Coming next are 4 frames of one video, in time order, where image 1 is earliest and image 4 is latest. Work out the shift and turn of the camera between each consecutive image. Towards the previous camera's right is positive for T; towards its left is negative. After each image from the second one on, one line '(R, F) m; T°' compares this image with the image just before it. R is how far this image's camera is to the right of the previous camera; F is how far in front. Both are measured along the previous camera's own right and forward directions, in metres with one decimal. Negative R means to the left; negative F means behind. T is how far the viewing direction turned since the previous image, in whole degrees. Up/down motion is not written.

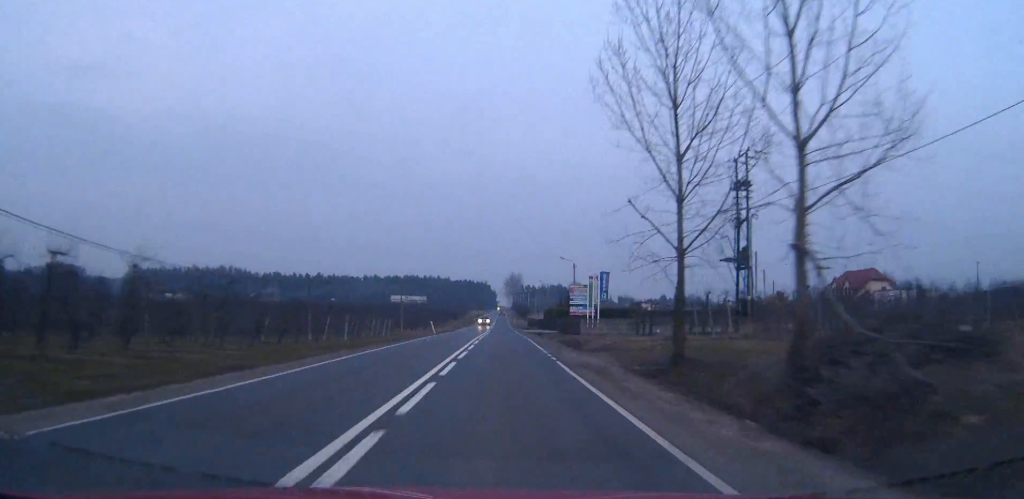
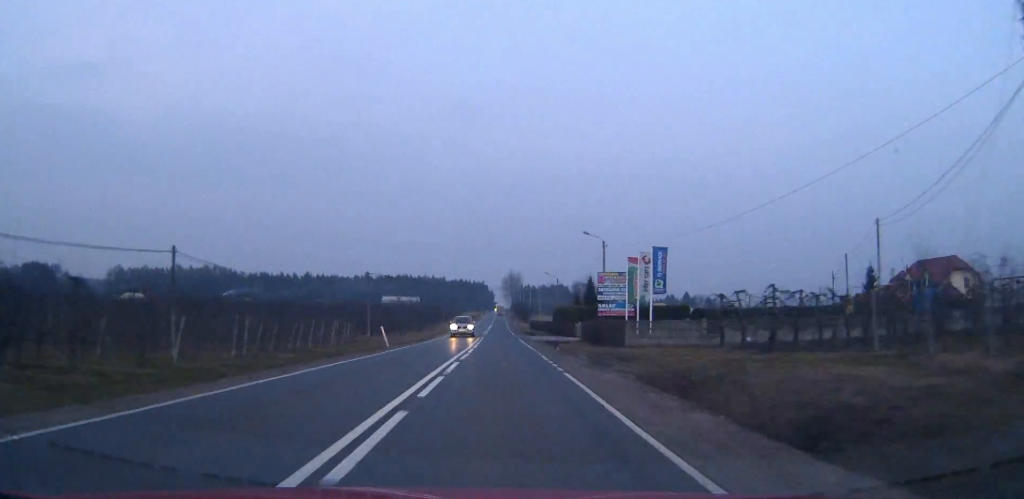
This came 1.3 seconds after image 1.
(0.0, +26.8) m; 0°
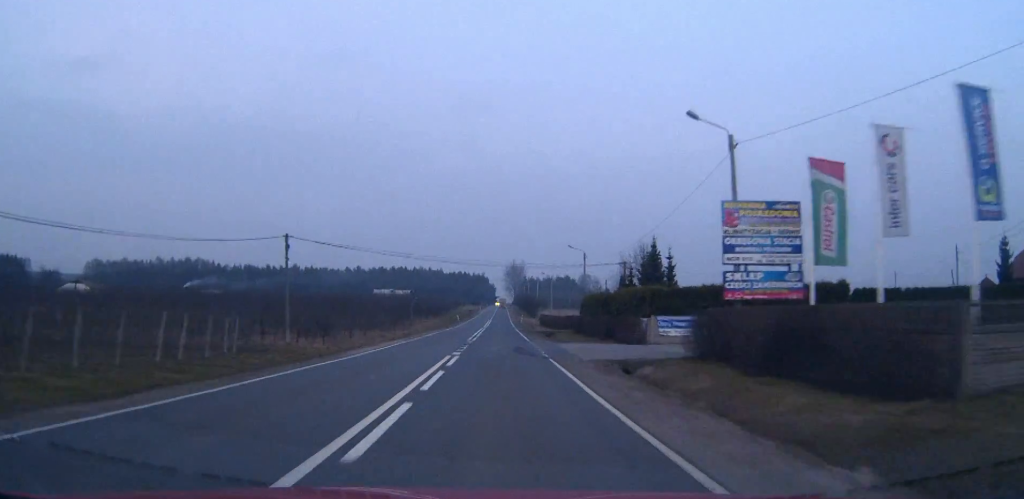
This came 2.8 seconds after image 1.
(0.0, +34.1) m; 0°
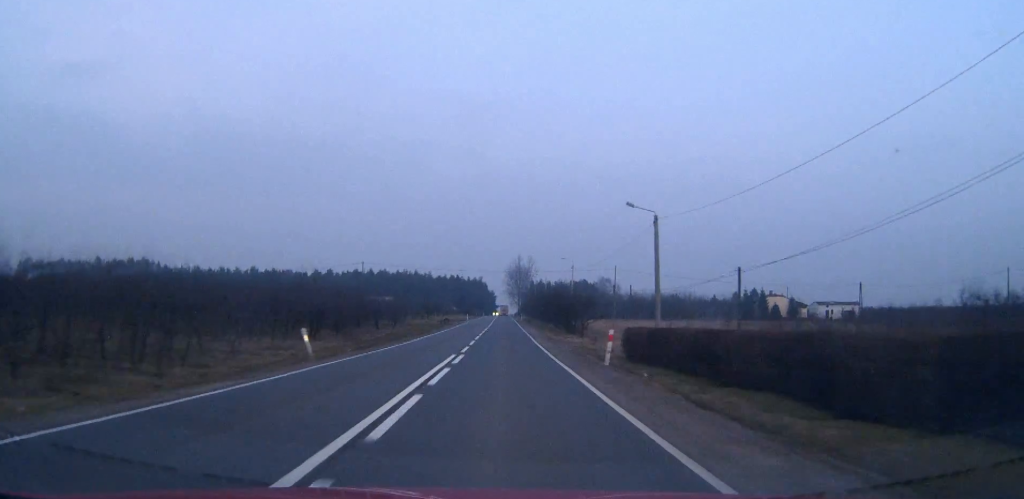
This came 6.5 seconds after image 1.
(-0.3, +83.0) m; 0°
